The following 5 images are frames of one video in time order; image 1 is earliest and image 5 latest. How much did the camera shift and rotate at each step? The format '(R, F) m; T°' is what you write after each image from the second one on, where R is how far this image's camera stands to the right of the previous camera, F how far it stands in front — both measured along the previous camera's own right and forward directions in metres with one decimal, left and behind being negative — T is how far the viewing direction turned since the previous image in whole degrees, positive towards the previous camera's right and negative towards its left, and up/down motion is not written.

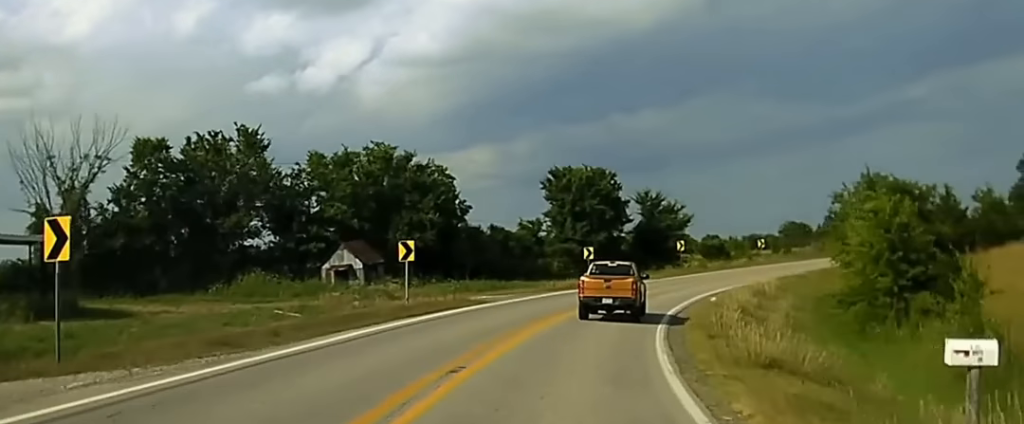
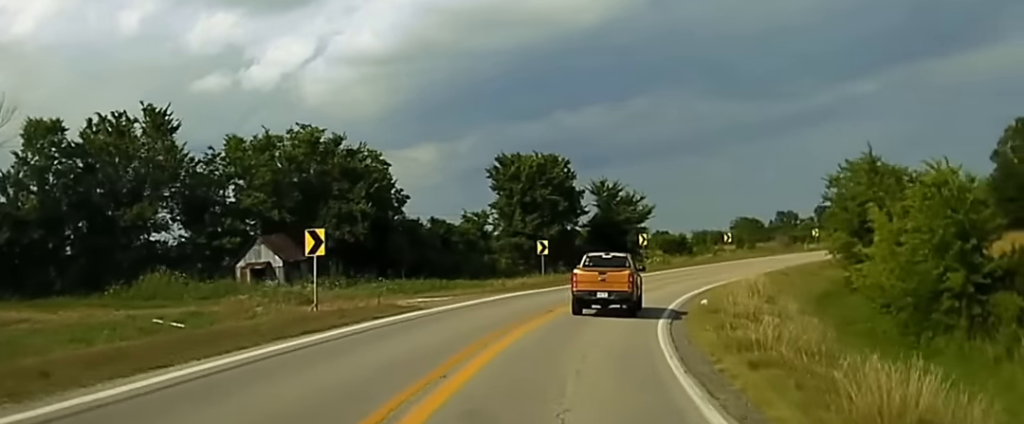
(+1.4, +10.2) m; +3°
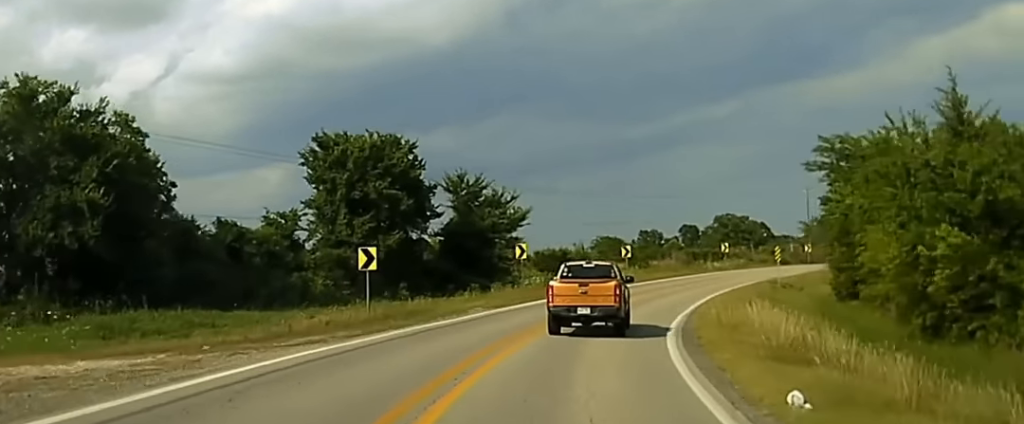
(+1.9, +24.5) m; +7°
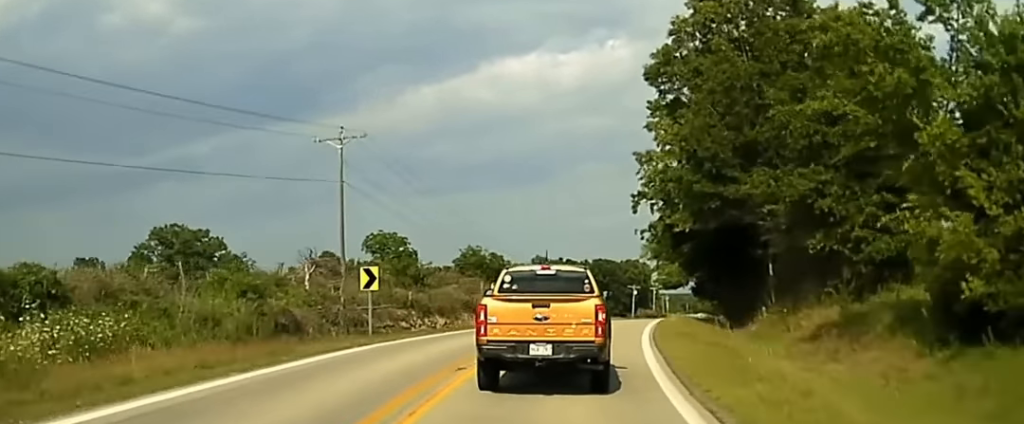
(+23.9, +85.5) m; +31°
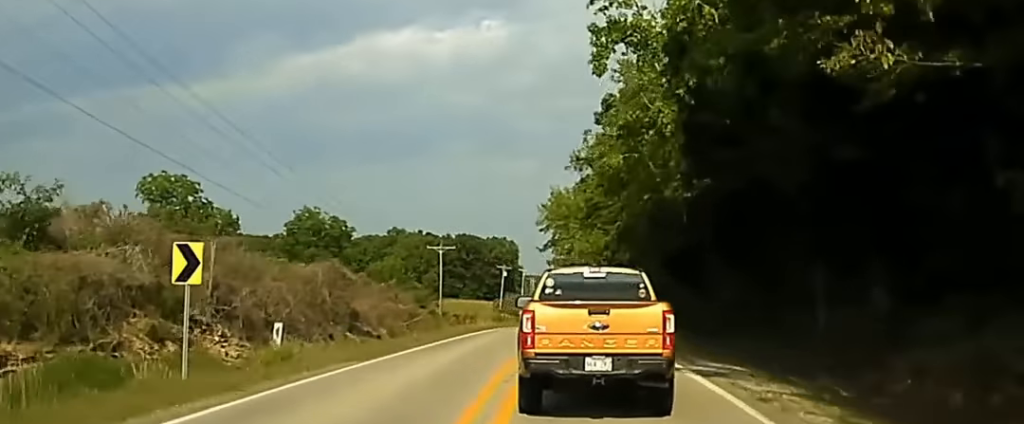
(+2.2, +40.0) m; +5°
